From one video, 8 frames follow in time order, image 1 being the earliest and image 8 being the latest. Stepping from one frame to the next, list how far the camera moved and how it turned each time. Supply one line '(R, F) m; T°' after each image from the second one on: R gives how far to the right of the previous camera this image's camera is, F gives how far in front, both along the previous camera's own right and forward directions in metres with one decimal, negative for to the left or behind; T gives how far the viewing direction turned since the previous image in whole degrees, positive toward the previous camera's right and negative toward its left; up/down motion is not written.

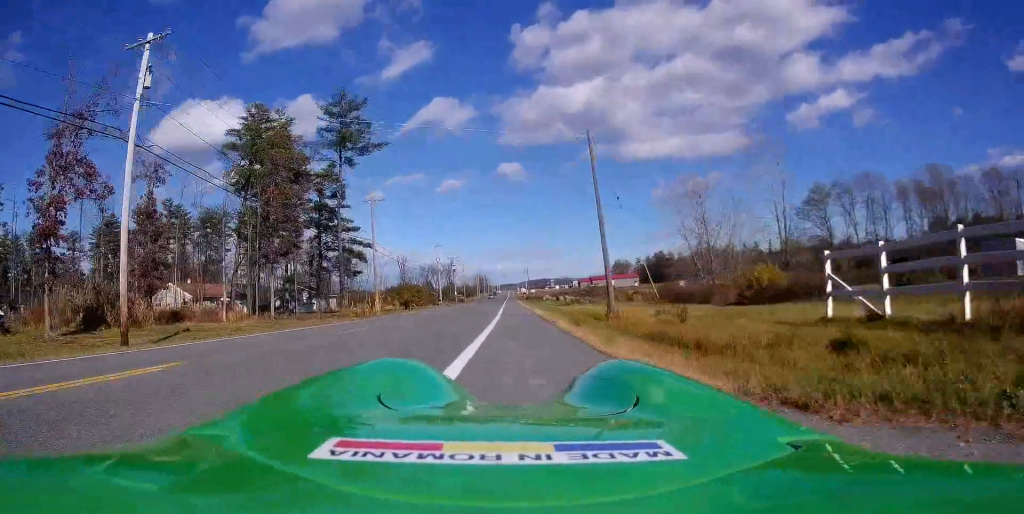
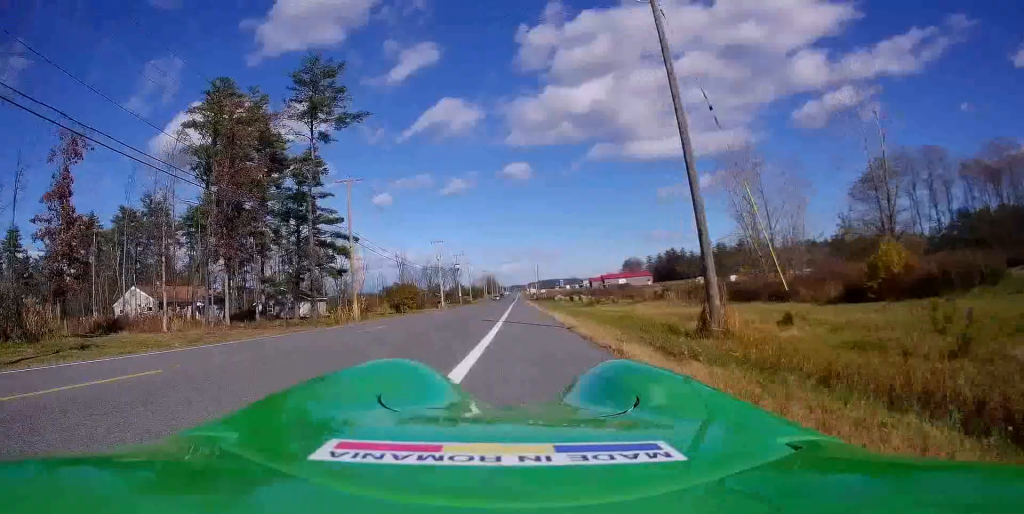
(+0.1, +10.8) m; 0°
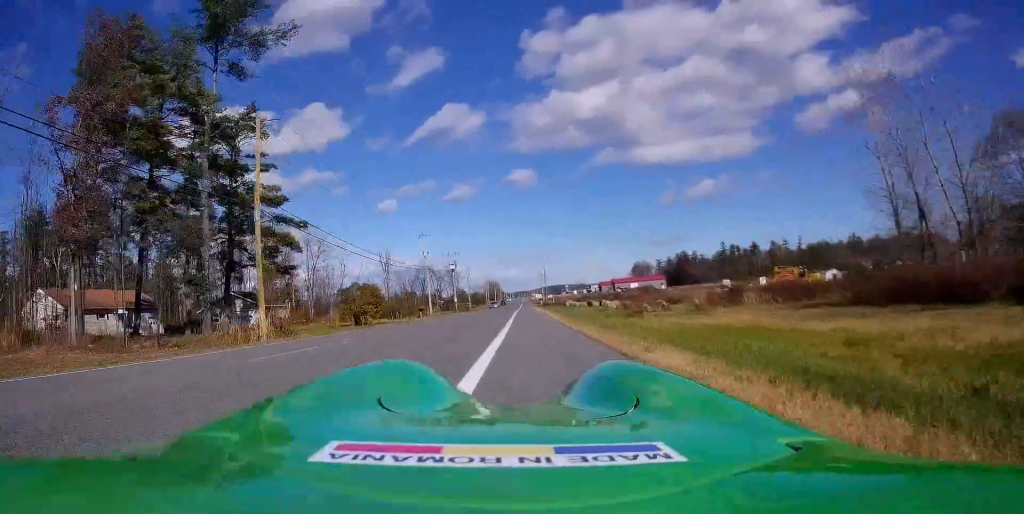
(-0.1, +18.3) m; +1°
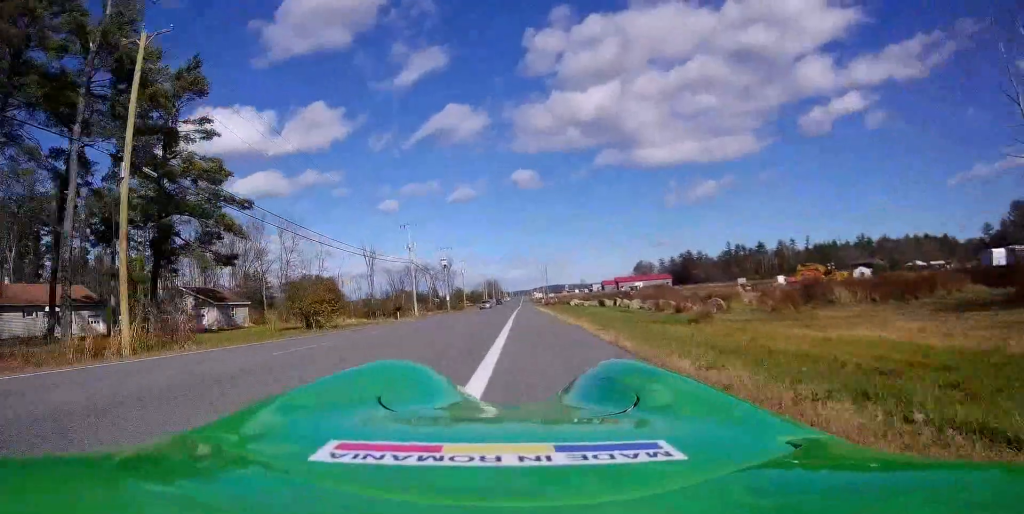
(+0.5, +11.5) m; 0°
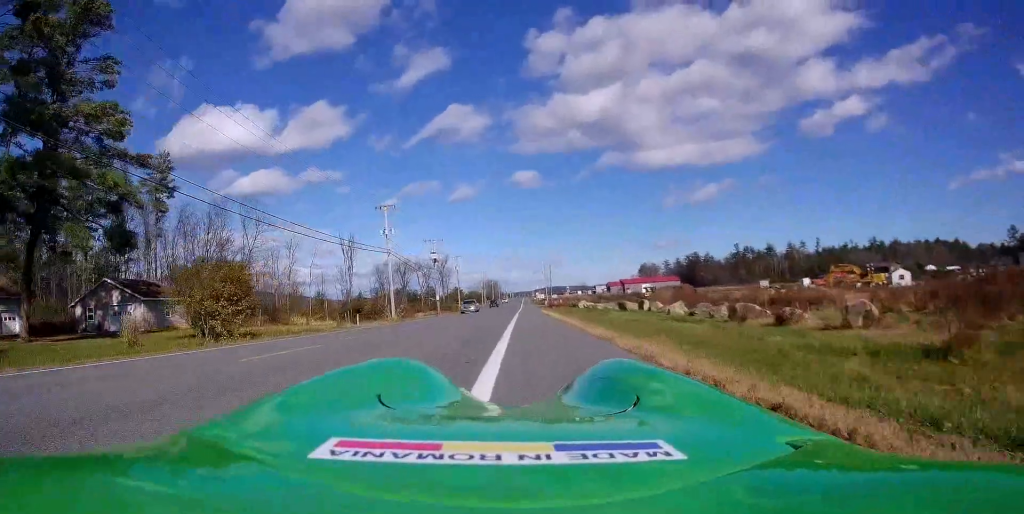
(-0.5, +12.9) m; -2°
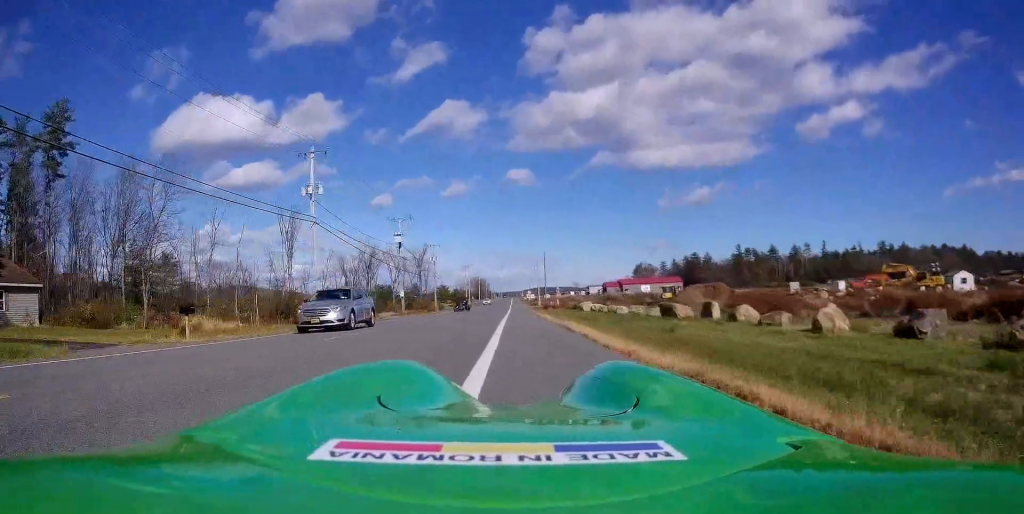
(-0.2, +19.8) m; -1°
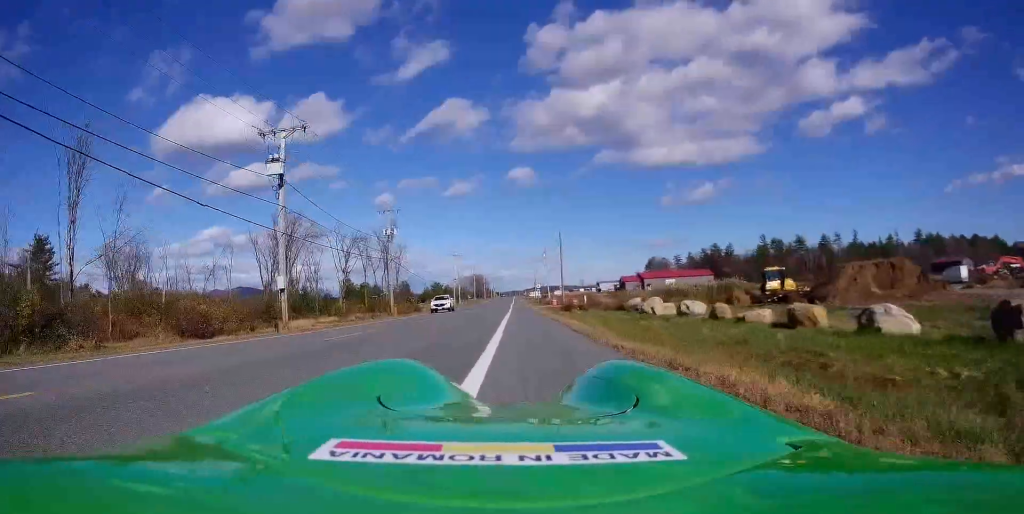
(+0.1, +36.0) m; +2°
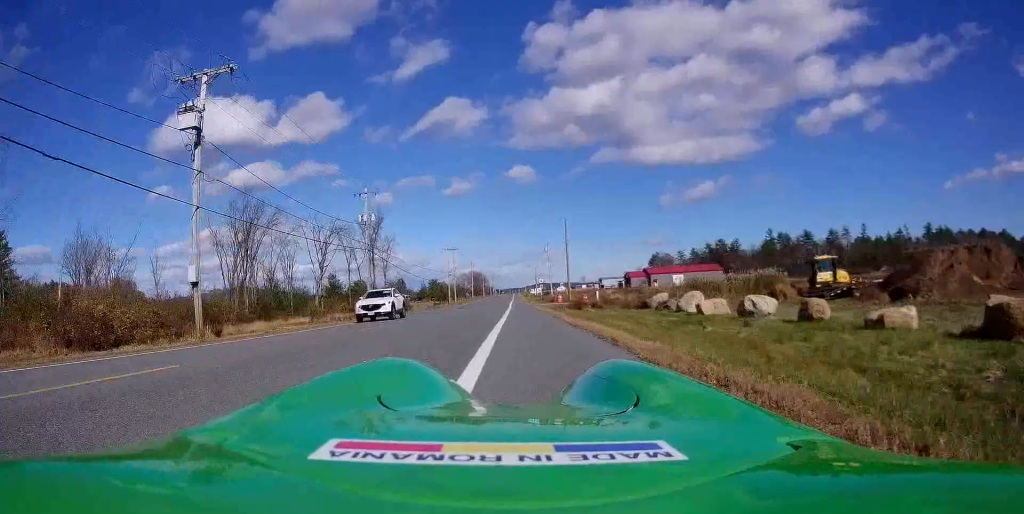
(+0.3, +9.0) m; +1°
